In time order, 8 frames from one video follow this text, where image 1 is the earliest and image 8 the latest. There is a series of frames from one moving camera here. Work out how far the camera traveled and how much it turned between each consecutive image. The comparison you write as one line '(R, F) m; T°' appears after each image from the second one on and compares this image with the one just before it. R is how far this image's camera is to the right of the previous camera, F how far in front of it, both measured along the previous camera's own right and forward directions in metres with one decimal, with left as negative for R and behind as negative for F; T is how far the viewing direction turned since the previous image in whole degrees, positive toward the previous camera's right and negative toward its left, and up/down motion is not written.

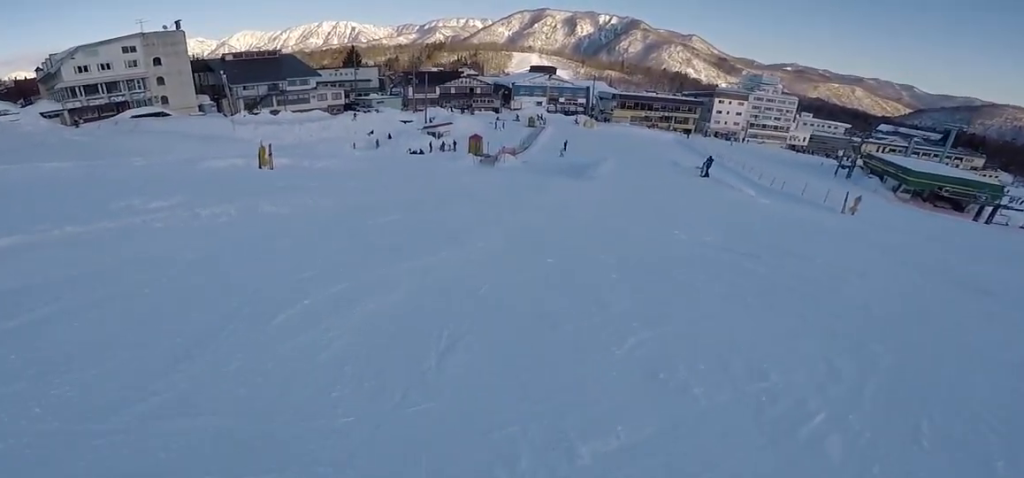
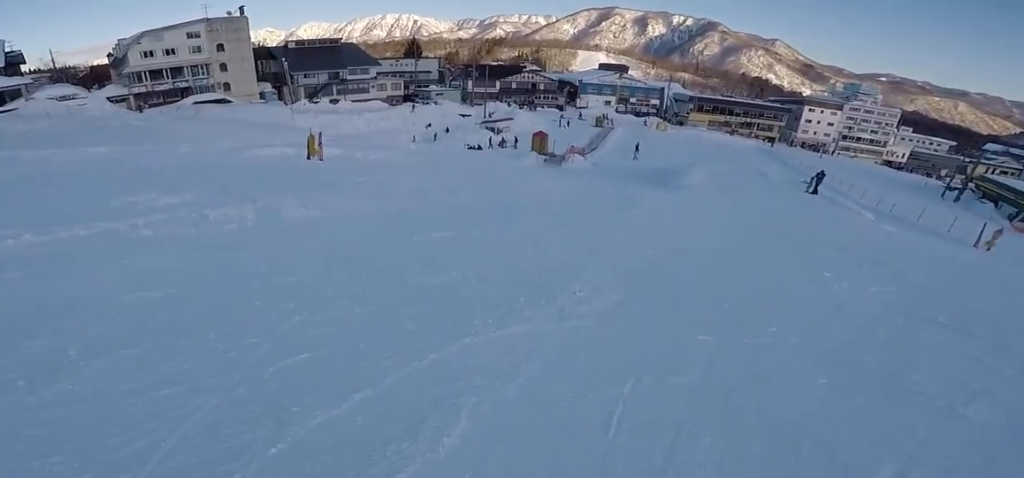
(-0.7, +2.6) m; -9°
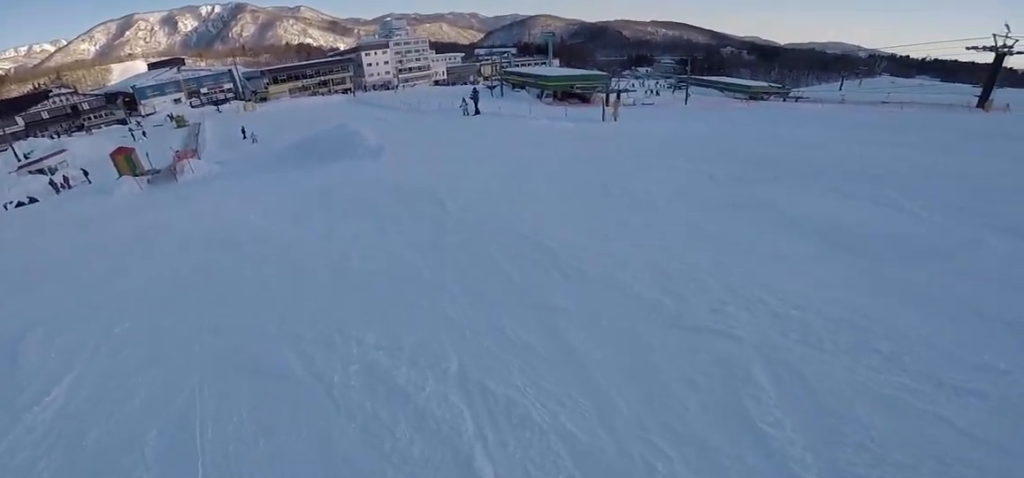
(0.0, +8.1) m; +14°
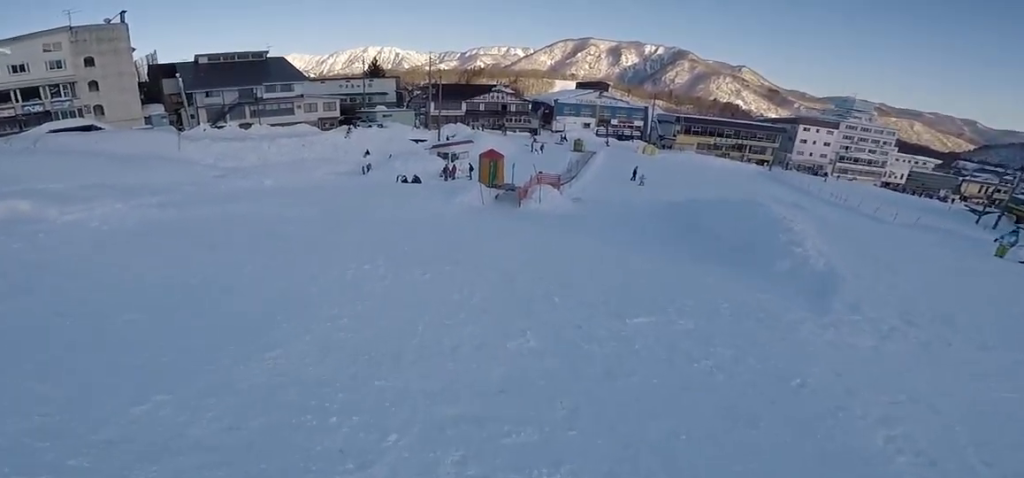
(-0.6, +6.6) m; -26°
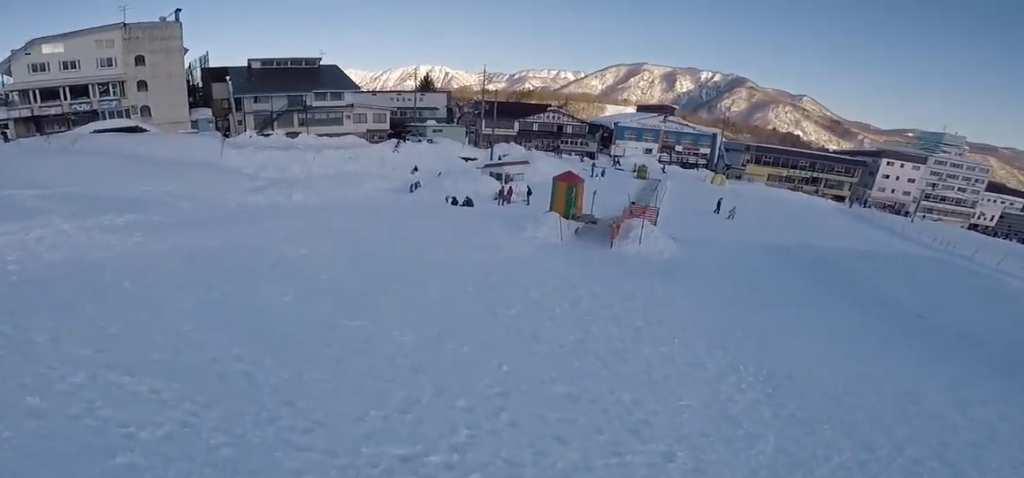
(-0.5, +4.1) m; -13°
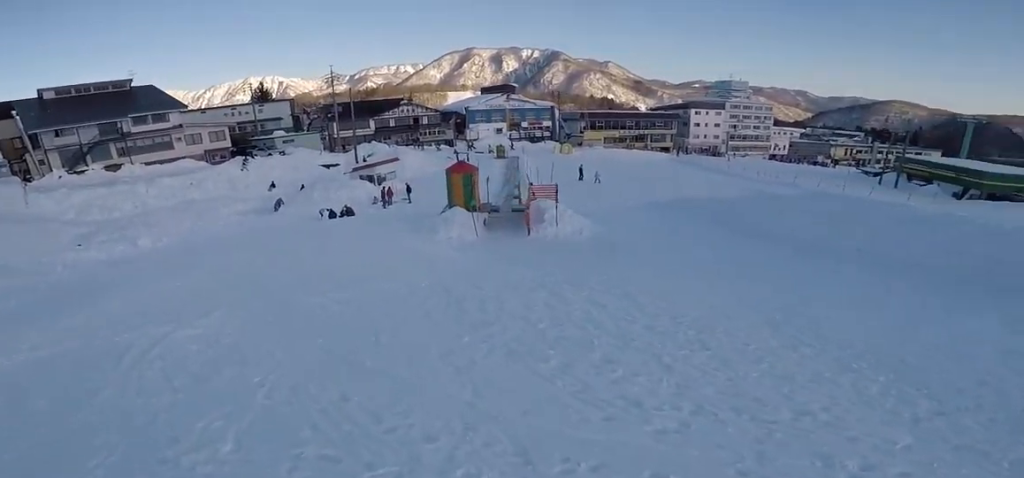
(-0.7, +2.6) m; +6°
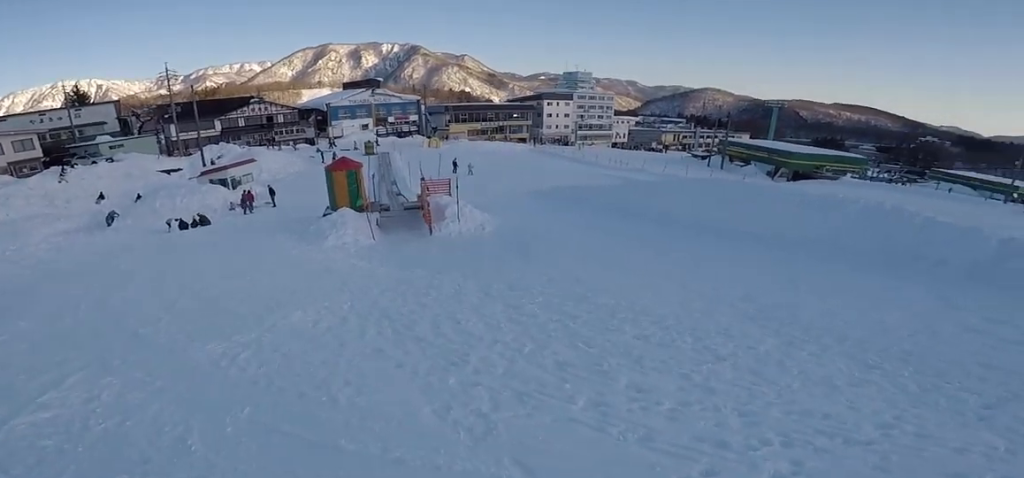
(+0.4, +1.1) m; +19°
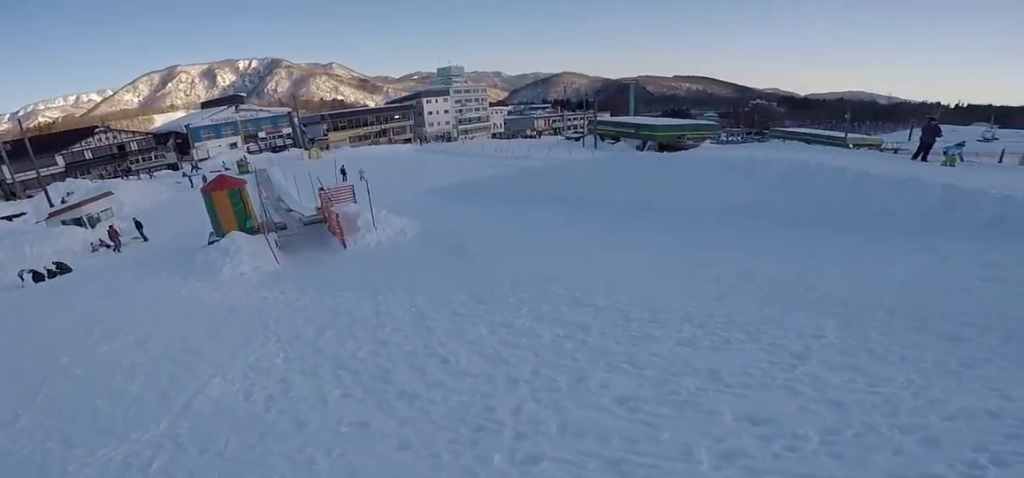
(+0.3, +1.3) m; +23°
